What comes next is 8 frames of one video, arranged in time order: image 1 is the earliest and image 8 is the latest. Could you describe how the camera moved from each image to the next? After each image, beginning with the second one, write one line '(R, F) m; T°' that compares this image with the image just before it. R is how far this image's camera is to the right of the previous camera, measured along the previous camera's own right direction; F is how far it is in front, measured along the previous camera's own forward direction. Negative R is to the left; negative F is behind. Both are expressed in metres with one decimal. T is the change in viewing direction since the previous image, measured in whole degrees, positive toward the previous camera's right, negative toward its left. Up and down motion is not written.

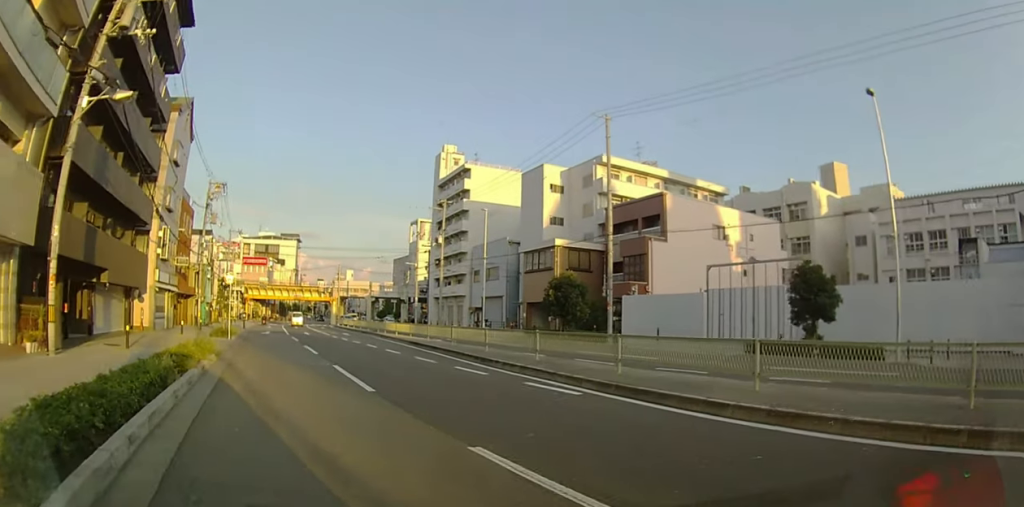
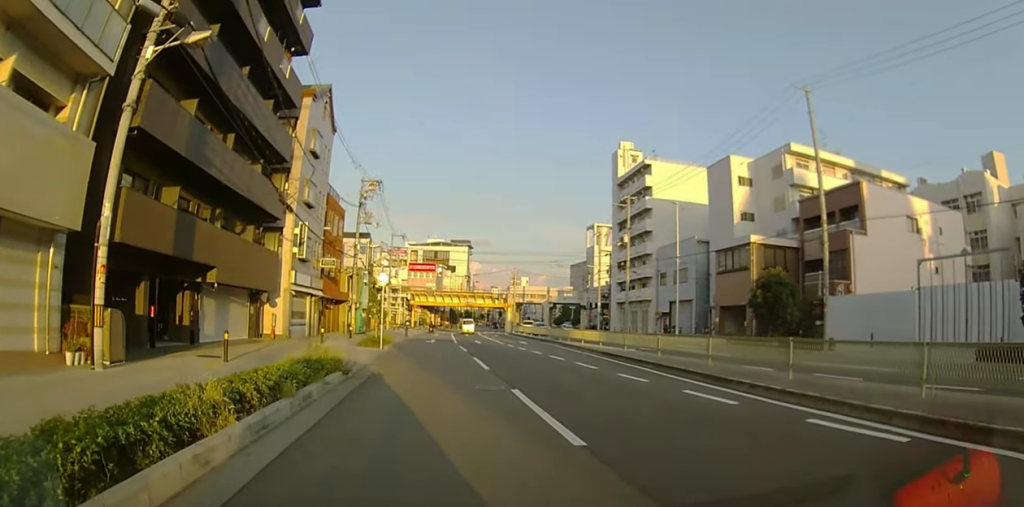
(-0.7, +4.6) m; -16°
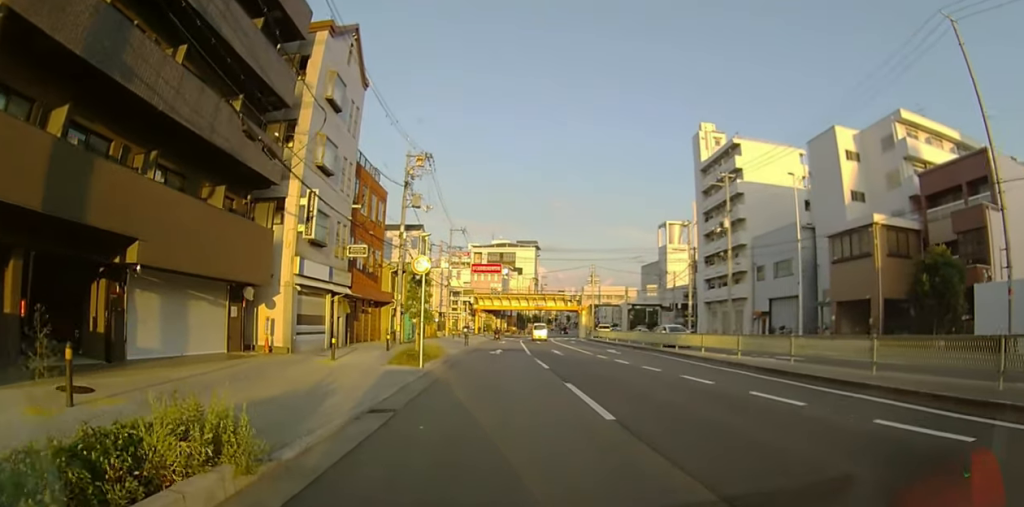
(-0.6, +8.6) m; -5°
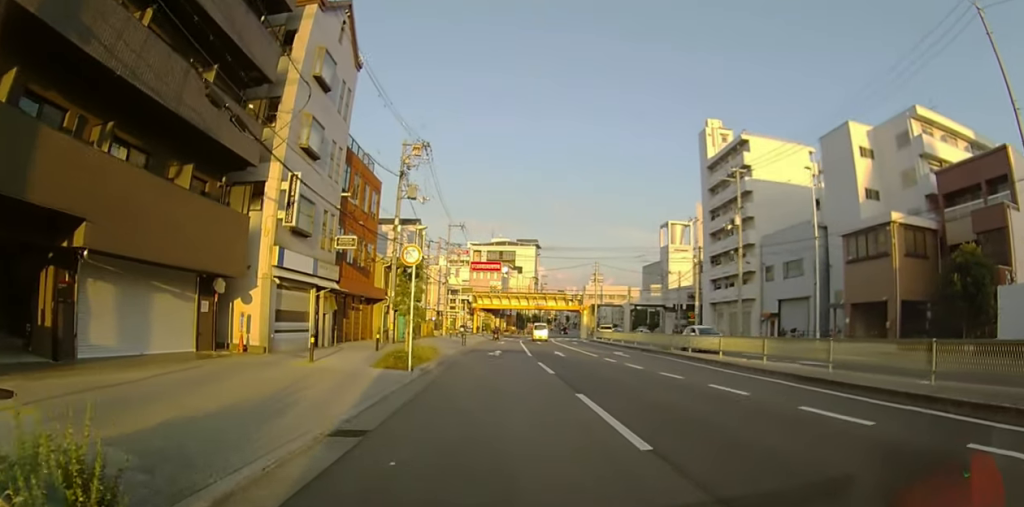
(0.0, +2.2) m; 0°
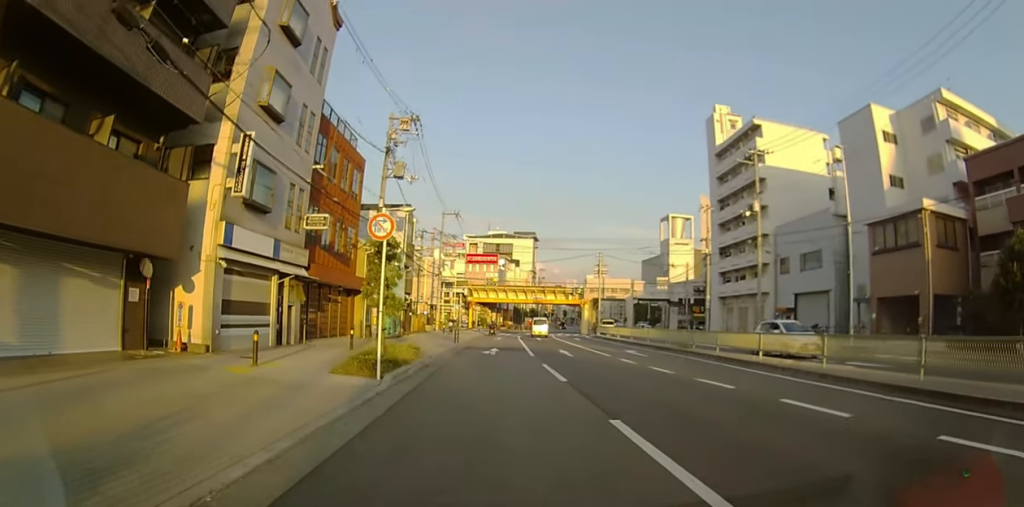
(0.0, +3.6) m; 0°
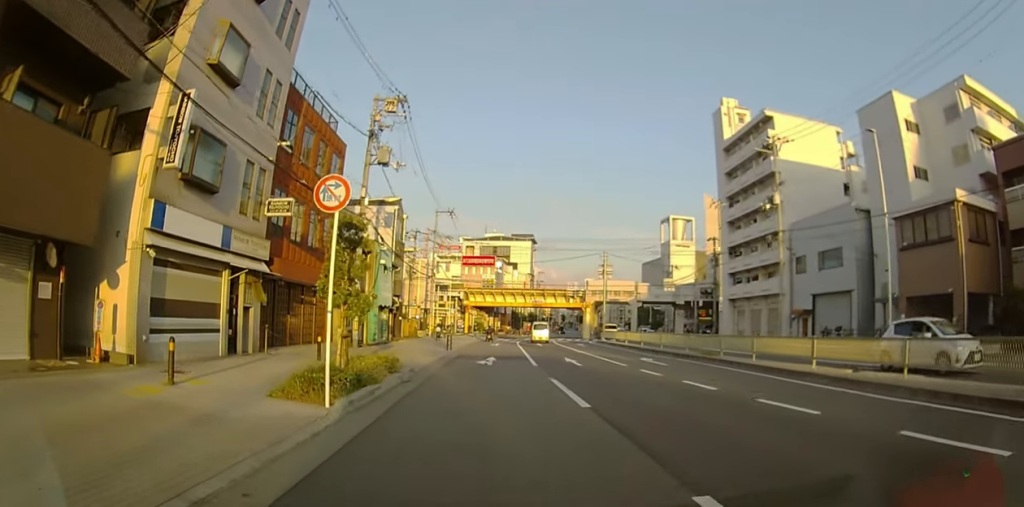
(0.0, +3.2) m; 0°
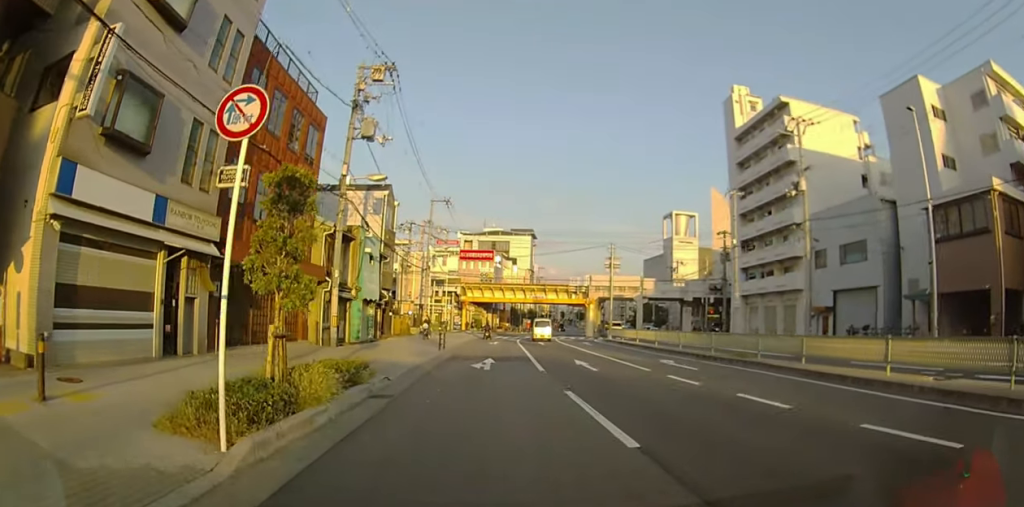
(0.0, +3.2) m; 0°
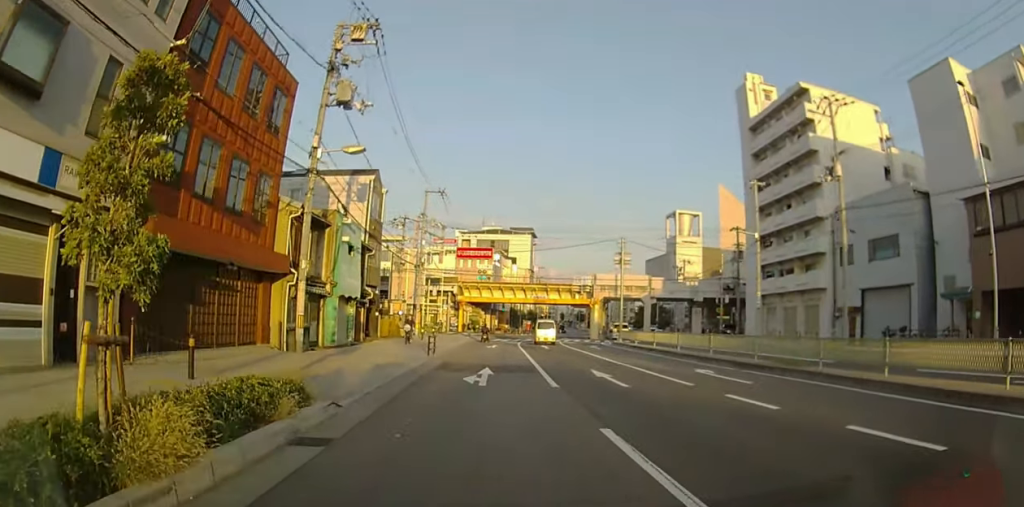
(0.0, +3.8) m; 0°
